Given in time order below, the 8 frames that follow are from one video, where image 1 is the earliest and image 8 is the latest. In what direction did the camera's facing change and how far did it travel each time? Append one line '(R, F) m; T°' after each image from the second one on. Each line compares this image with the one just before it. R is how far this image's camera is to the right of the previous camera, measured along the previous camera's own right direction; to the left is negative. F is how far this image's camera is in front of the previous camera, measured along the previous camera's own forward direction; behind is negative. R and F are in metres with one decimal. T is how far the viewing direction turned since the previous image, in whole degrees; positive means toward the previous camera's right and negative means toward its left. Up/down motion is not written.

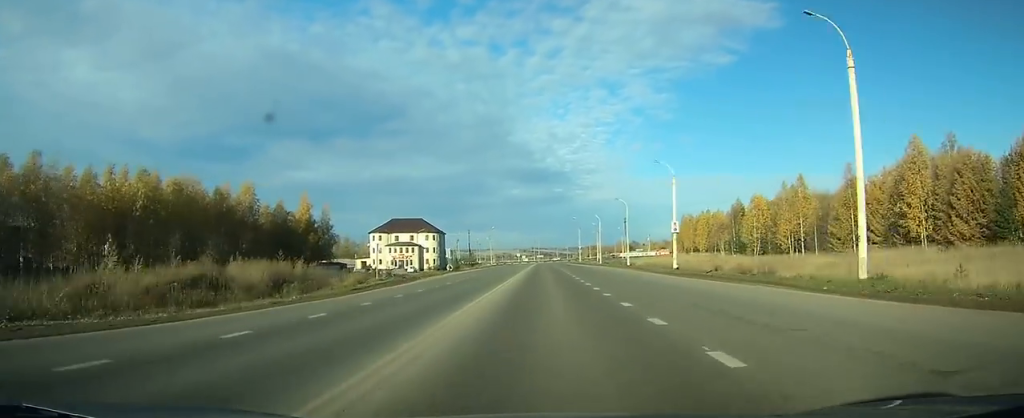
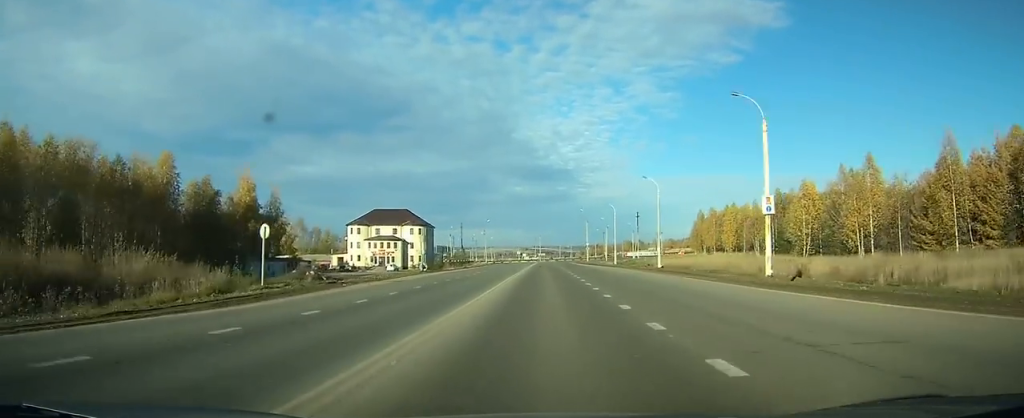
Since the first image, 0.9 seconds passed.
(+0.1, +20.7) m; 0°
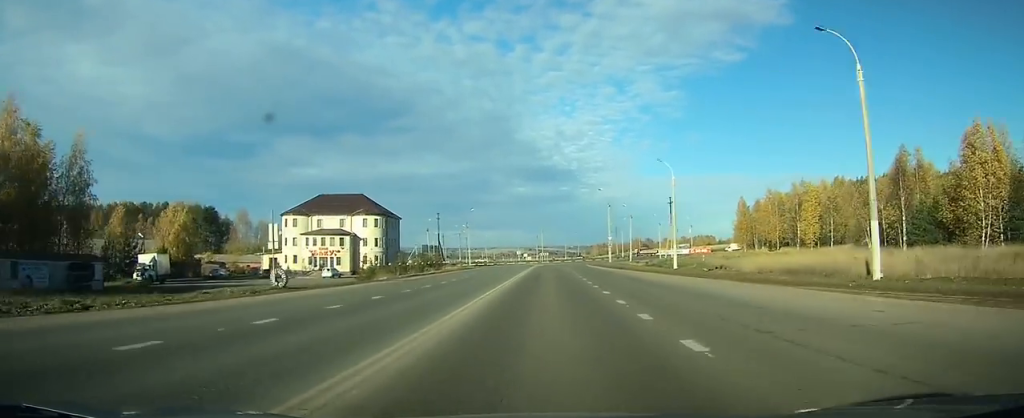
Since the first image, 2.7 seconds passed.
(-0.1, +38.6) m; 0°
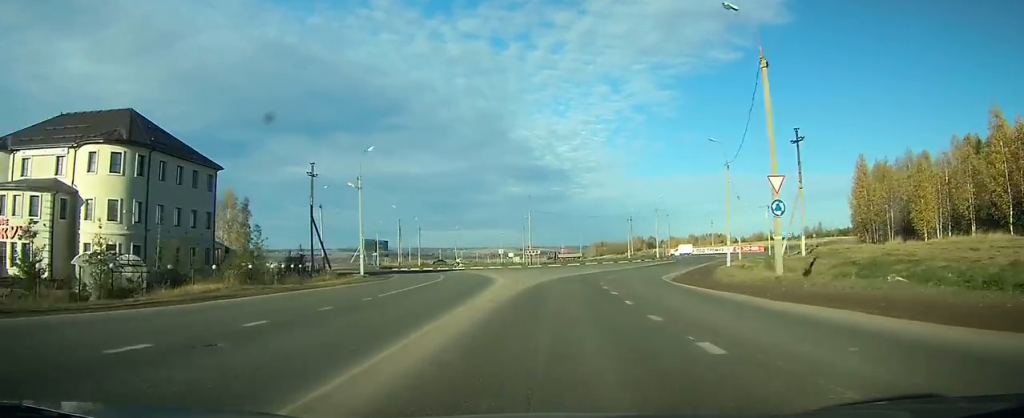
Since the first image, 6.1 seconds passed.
(-0.3, +66.3) m; 0°
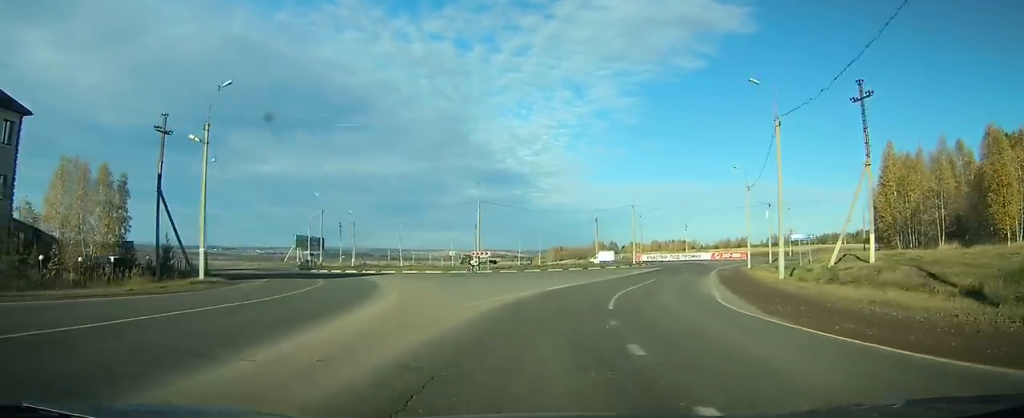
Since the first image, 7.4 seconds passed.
(-0.1, +21.8) m; +2°
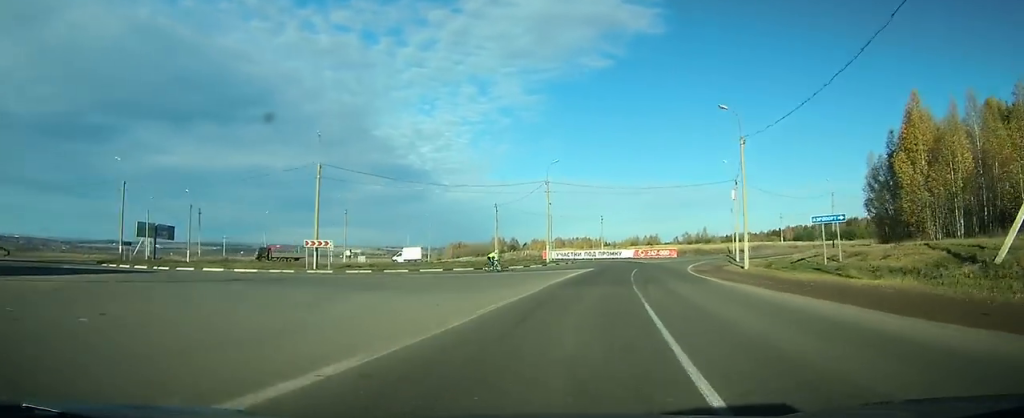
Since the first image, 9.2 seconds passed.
(+1.0, +28.0) m; +6°
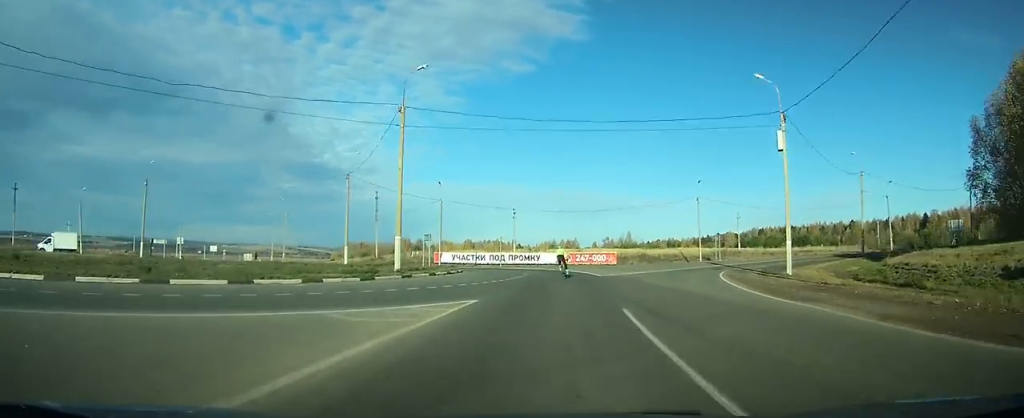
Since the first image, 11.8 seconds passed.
(+3.3, +35.9) m; +10°
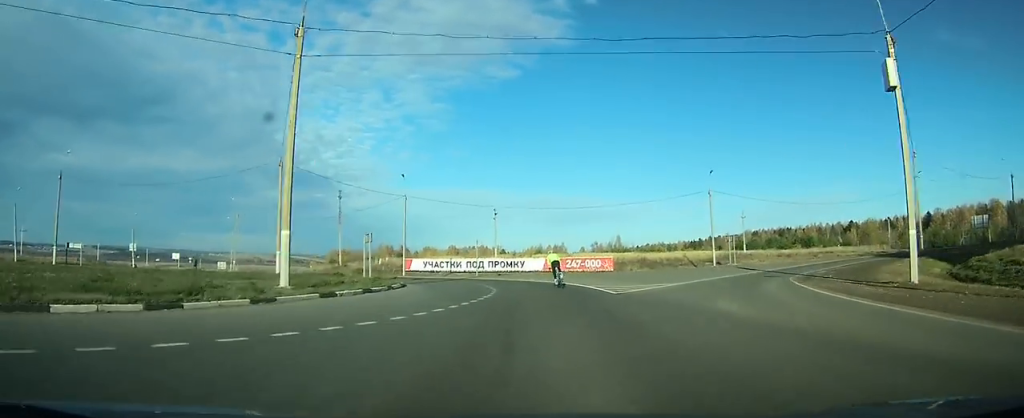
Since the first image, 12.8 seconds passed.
(+0.7, +12.4) m; +1°
